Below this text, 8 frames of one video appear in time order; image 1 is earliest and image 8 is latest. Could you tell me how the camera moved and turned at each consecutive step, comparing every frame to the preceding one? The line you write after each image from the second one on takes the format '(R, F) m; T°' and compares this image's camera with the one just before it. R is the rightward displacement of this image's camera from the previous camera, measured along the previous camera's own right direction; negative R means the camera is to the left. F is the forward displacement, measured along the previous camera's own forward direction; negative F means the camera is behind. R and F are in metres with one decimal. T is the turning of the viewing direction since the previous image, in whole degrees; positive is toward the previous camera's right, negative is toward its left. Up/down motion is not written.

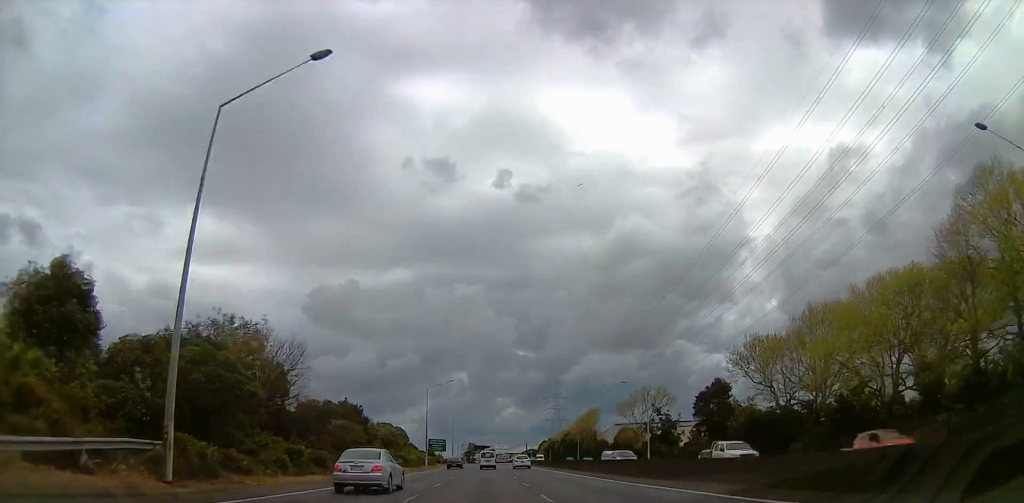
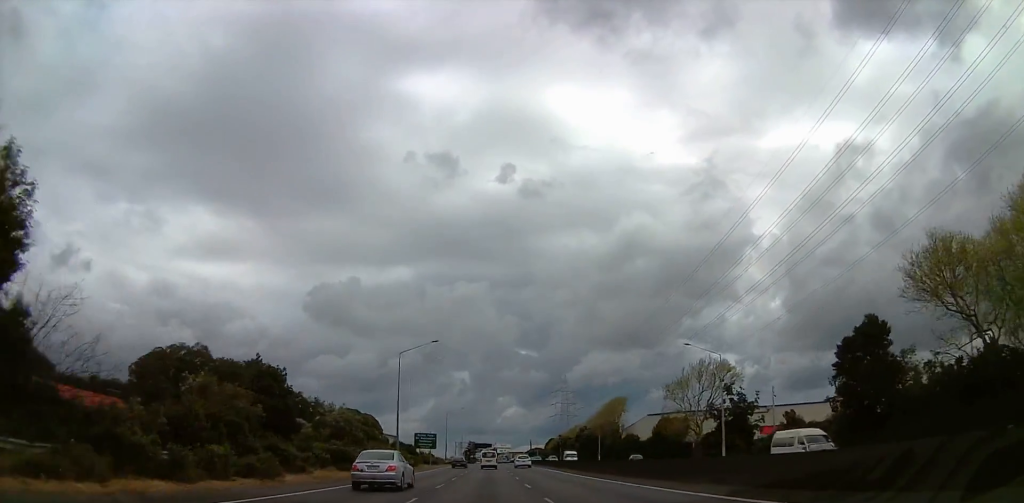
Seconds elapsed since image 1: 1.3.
(+1.2, +30.7) m; +1°
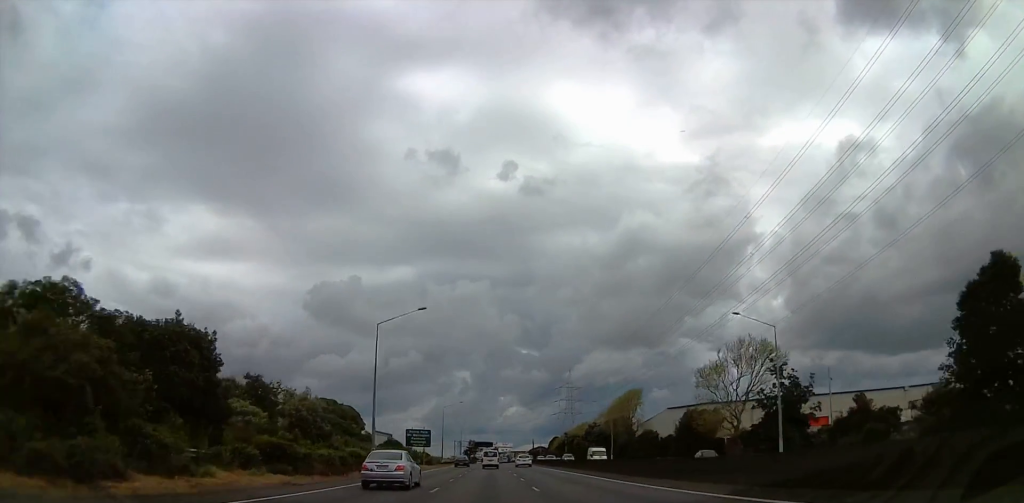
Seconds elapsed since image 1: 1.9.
(-0.5, +13.1) m; -1°
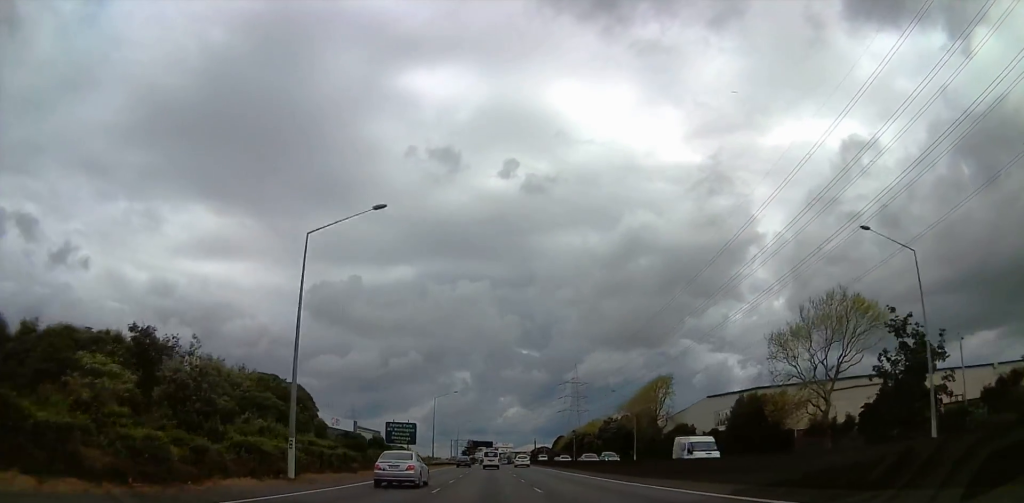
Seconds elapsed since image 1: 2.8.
(-0.3, +20.7) m; -1°
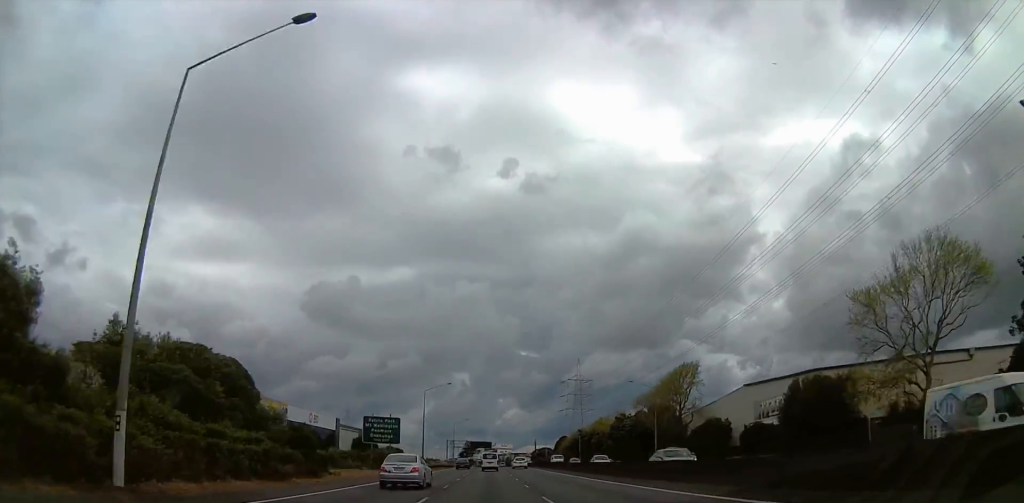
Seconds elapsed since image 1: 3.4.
(0.0, +14.1) m; 0°
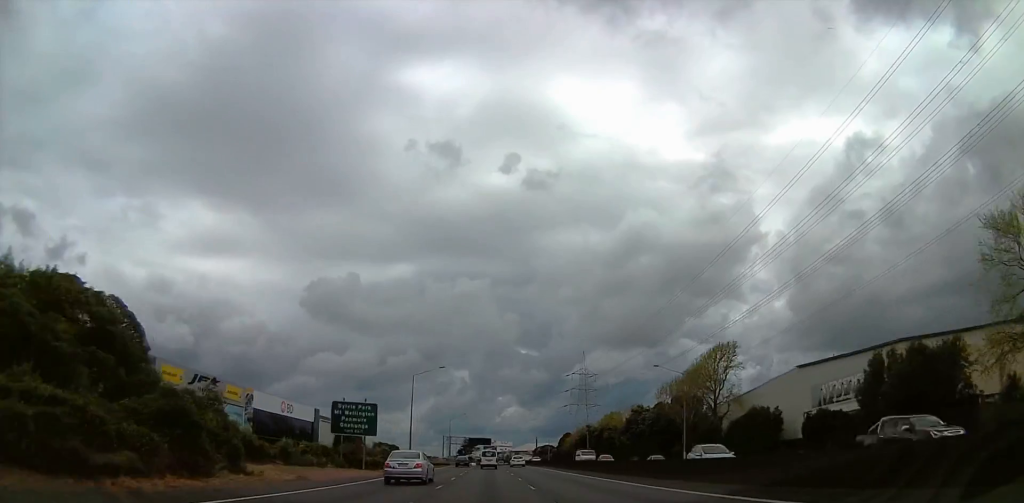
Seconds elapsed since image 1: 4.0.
(-0.2, +14.0) m; +1°
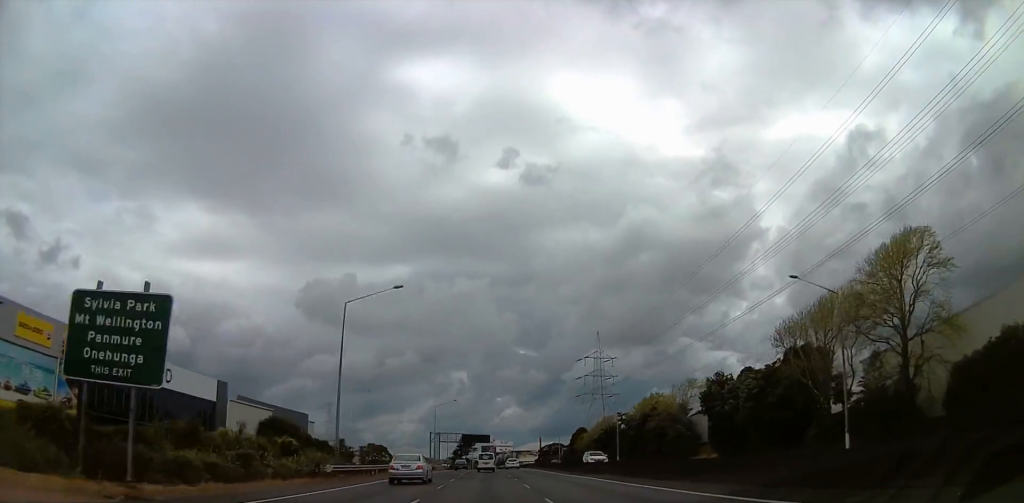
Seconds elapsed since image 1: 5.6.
(+0.8, +37.2) m; +2°
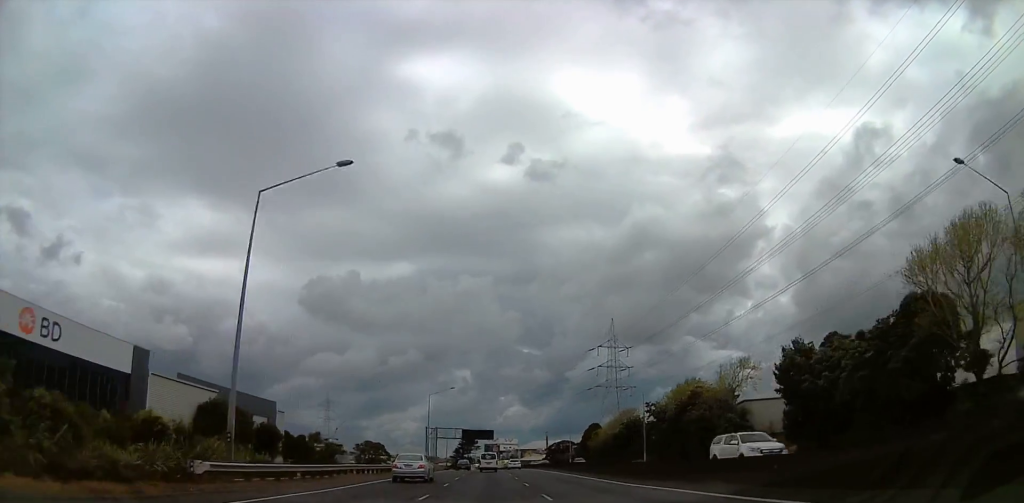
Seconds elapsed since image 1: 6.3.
(0.0, +16.8) m; 0°
